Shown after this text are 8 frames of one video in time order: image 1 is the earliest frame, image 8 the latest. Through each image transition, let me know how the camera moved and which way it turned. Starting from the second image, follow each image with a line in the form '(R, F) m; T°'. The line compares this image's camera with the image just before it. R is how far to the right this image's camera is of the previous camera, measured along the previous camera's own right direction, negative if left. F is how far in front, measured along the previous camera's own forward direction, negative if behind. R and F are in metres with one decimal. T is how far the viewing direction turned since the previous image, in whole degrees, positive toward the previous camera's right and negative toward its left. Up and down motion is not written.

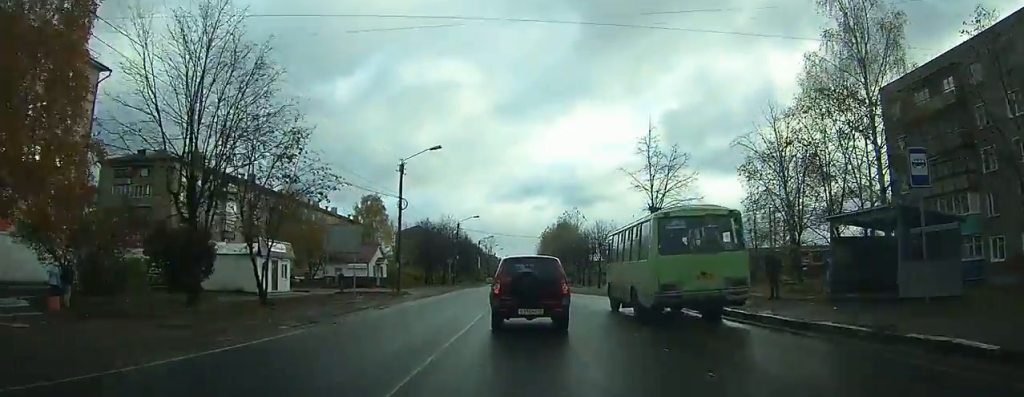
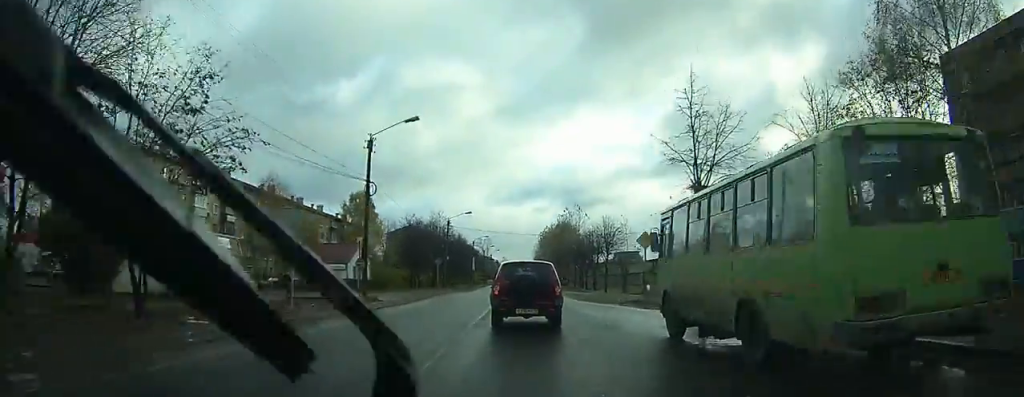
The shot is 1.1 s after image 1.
(0.0, +7.6) m; 0°
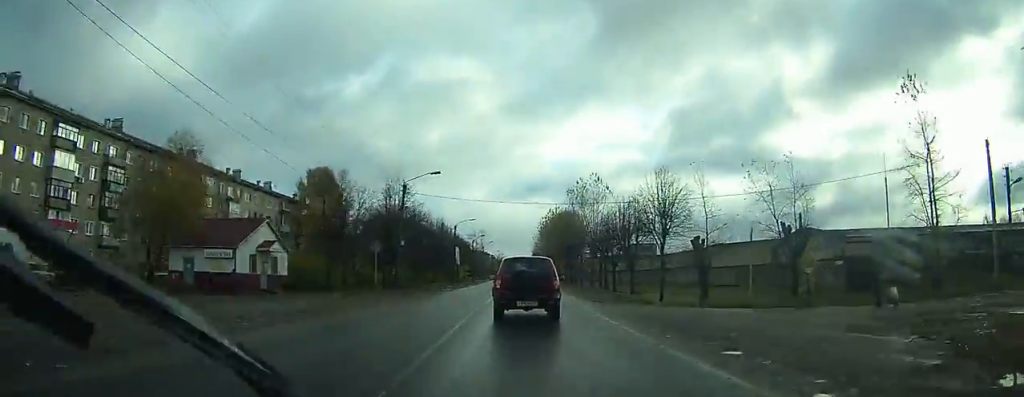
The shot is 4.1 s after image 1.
(+0.1, +25.0) m; +1°
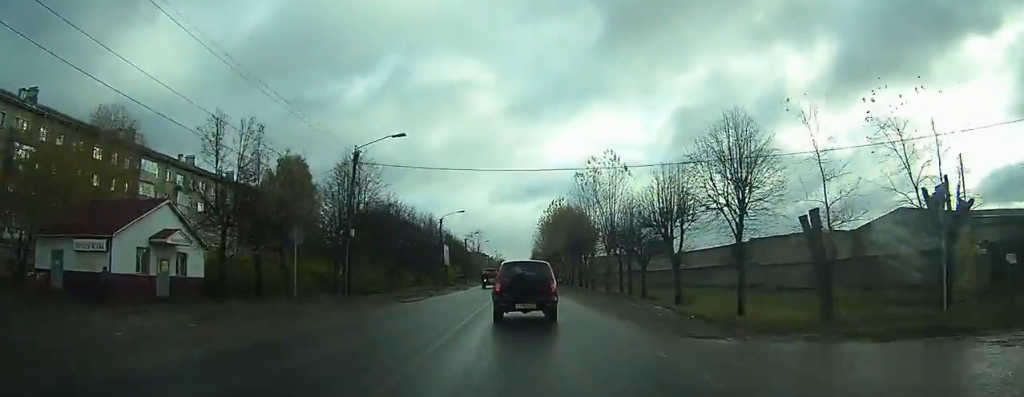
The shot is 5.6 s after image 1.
(+0.1, +14.2) m; 0°
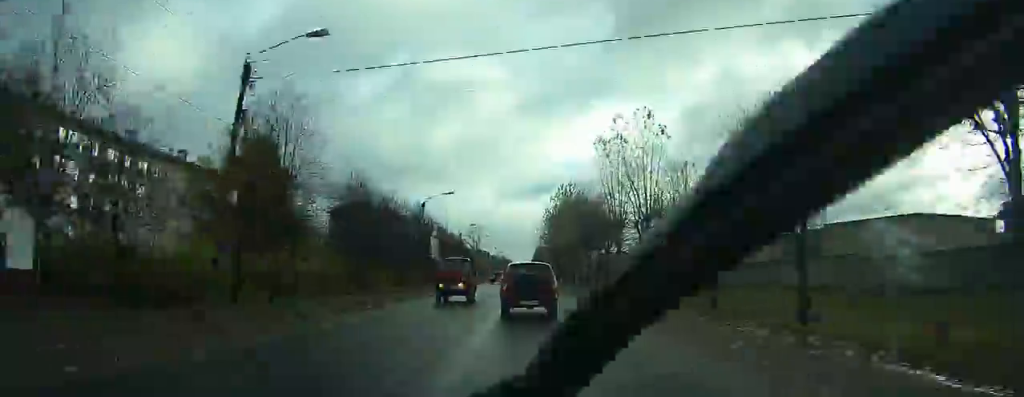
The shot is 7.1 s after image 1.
(+0.1, +15.8) m; 0°
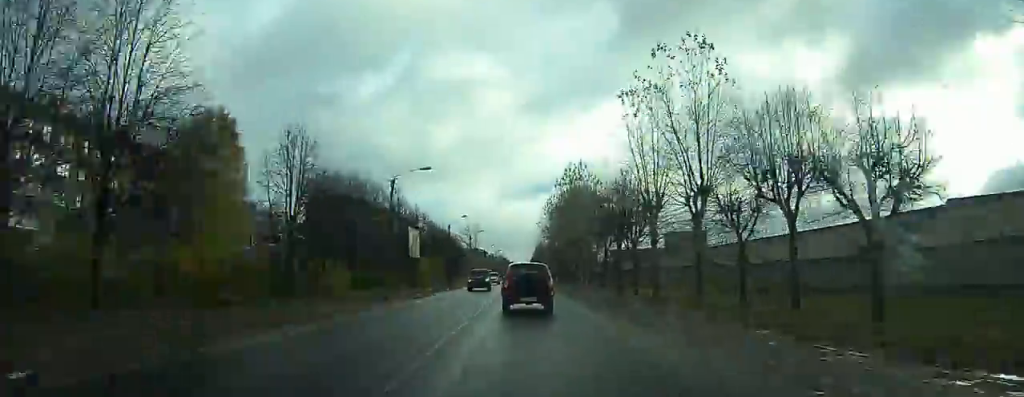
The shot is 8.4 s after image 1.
(-0.1, +13.9) m; 0°
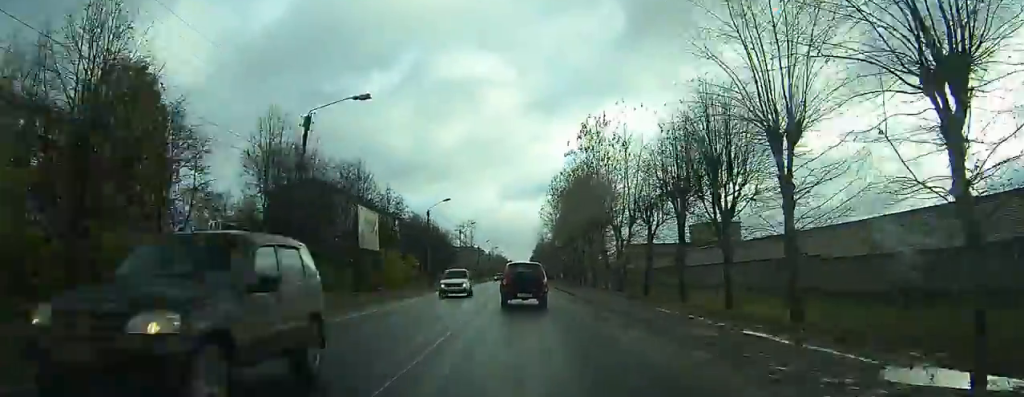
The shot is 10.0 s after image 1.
(0.0, +18.6) m; 0°
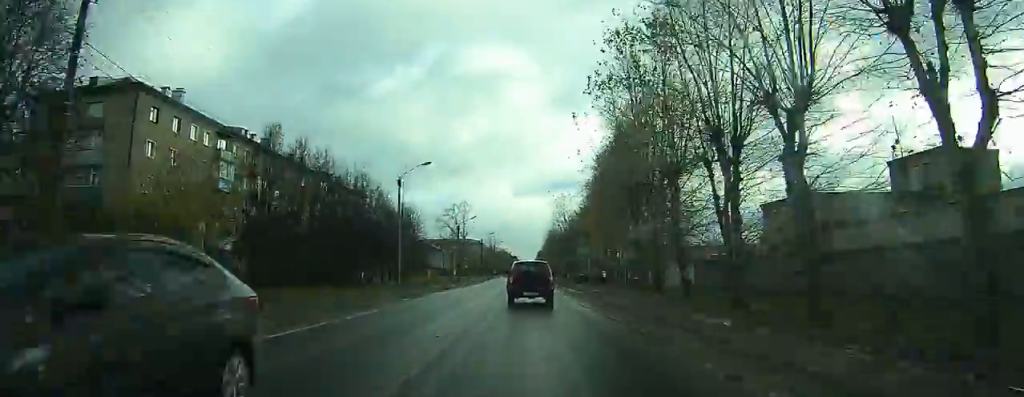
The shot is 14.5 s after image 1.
(0.0, +56.6) m; 0°
